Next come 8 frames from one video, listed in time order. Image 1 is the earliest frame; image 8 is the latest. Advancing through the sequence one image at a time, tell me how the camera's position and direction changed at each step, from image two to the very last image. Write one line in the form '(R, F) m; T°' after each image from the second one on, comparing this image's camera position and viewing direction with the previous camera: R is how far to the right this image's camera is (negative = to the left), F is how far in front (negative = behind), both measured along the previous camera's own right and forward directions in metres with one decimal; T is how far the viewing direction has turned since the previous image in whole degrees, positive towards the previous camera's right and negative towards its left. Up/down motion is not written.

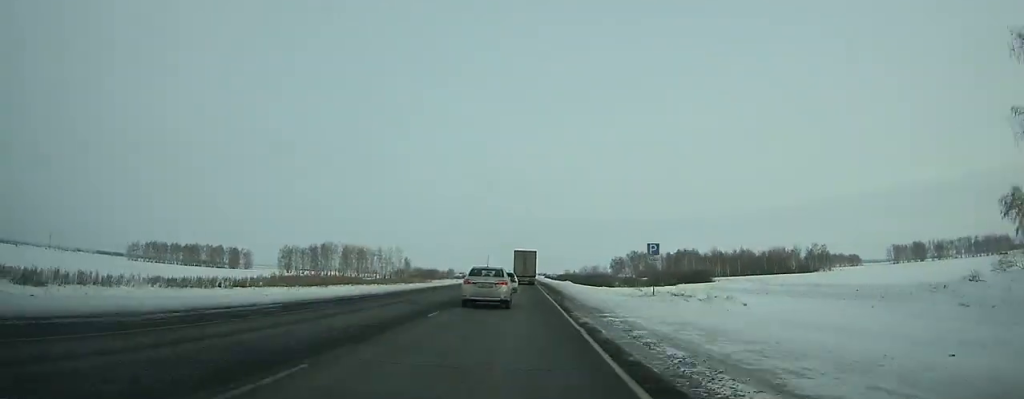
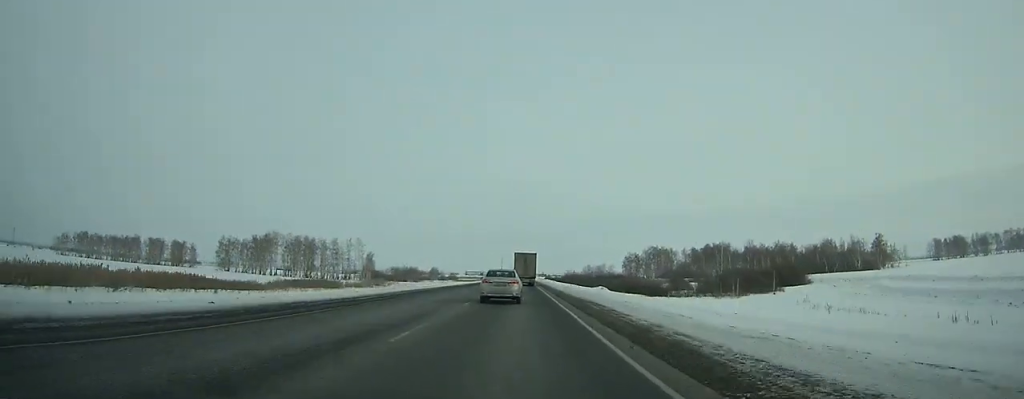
(-0.1, +67.6) m; 0°
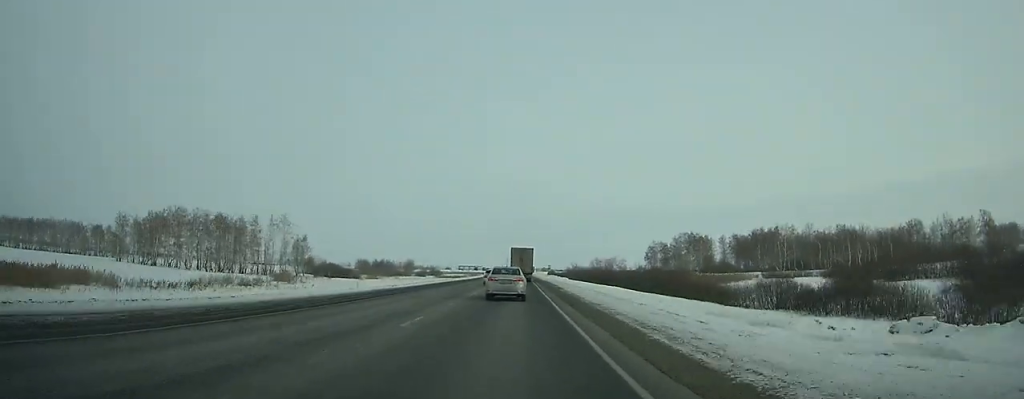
(+0.1, +69.7) m; 0°
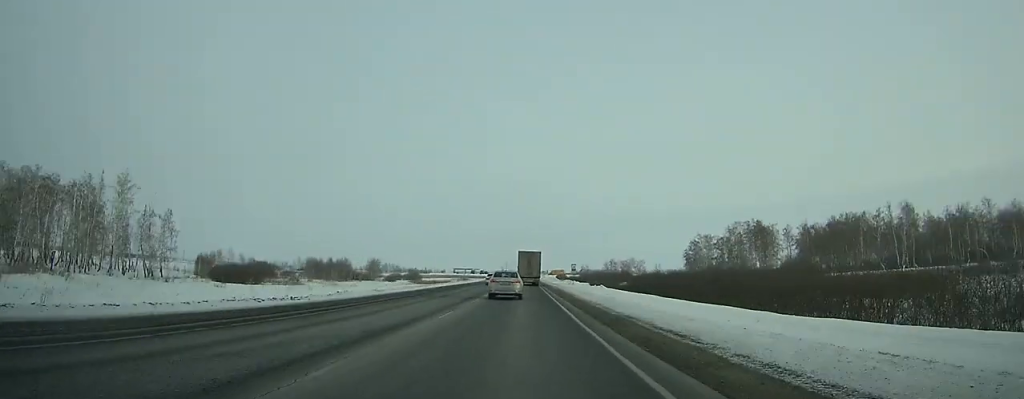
(-0.1, +69.4) m; 0°
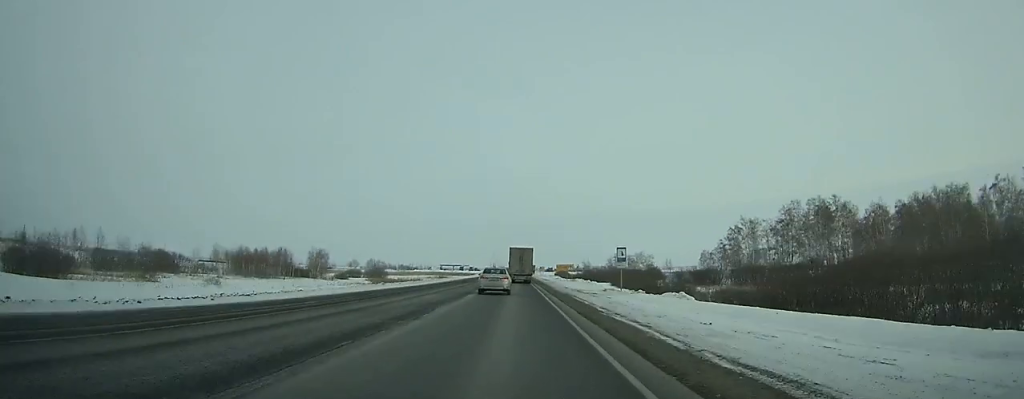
(0.0, +48.9) m; 0°
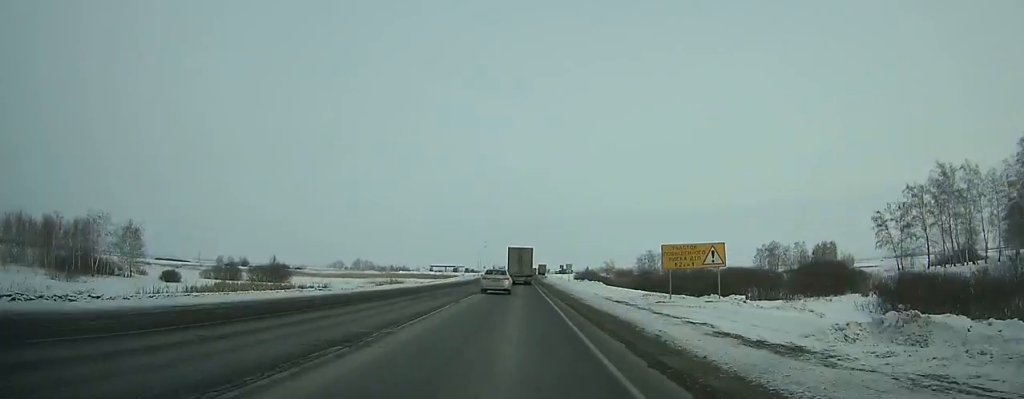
(-0.3, +82.4) m; 0°
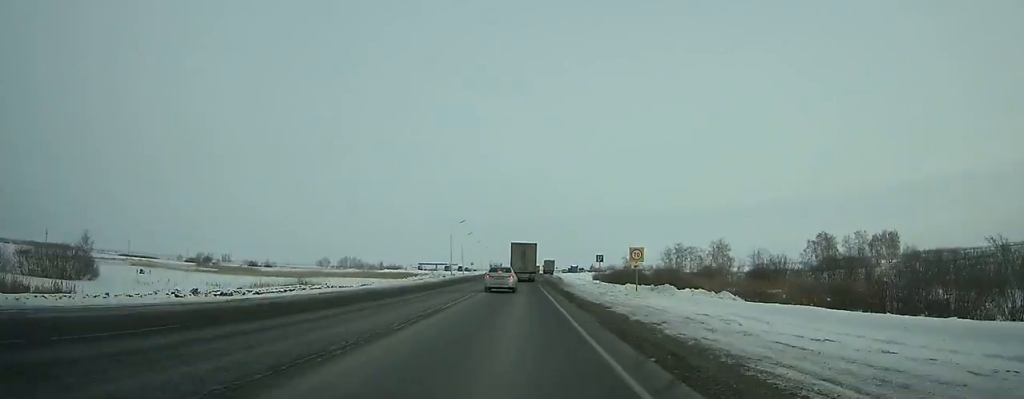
(0.0, +51.7) m; 0°
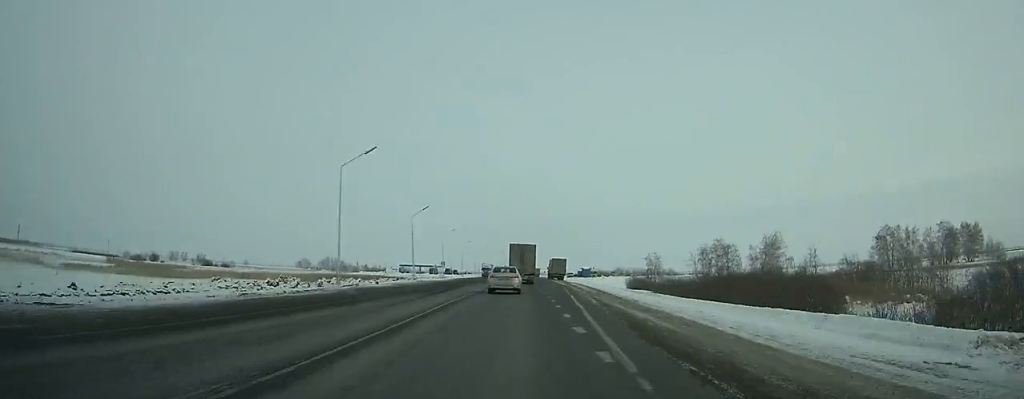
(+0.2, +50.3) m; 0°
